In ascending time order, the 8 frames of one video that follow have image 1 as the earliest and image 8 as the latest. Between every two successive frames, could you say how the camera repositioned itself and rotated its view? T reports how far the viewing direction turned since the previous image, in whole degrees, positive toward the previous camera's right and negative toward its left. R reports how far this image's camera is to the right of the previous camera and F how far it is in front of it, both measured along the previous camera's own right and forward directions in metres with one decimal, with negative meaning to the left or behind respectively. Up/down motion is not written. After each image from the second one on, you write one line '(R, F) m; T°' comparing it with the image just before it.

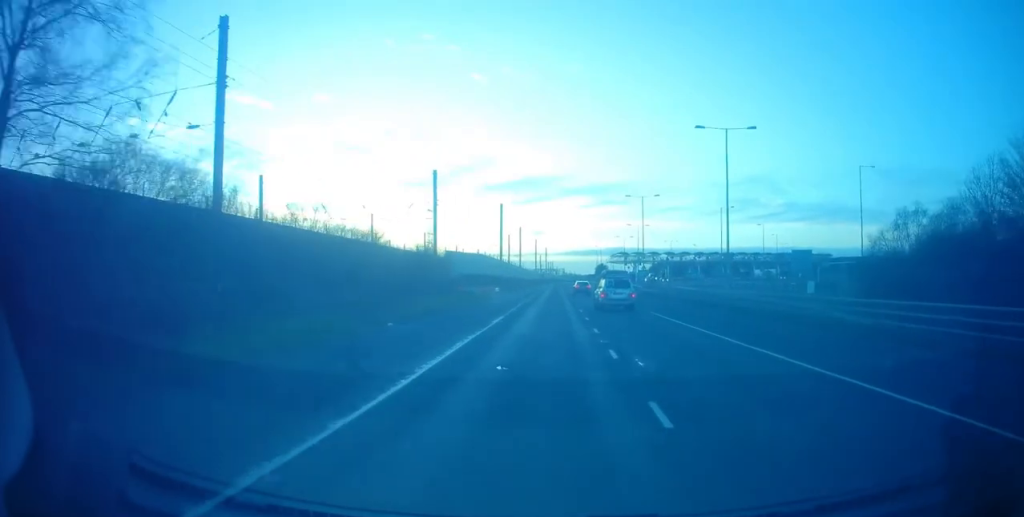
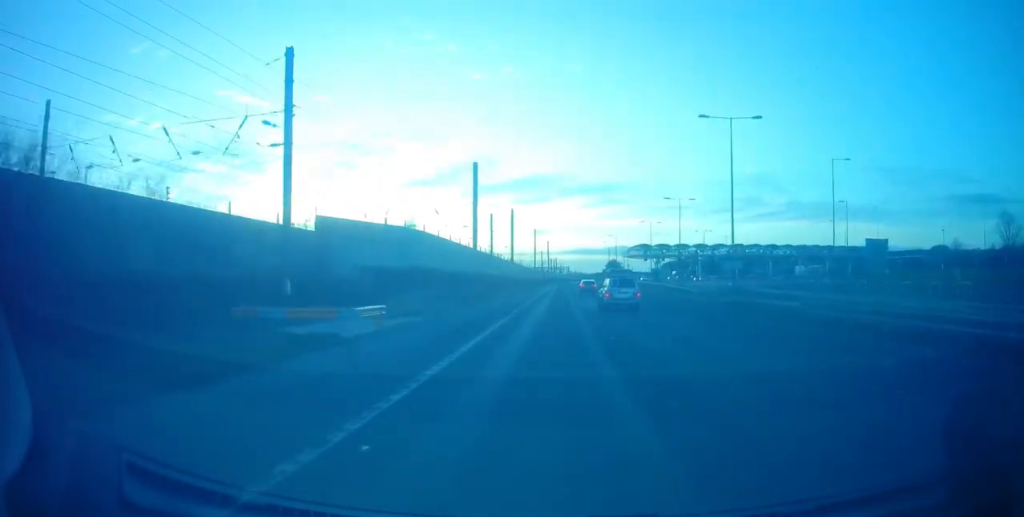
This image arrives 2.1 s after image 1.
(-0.1, +36.1) m; 0°
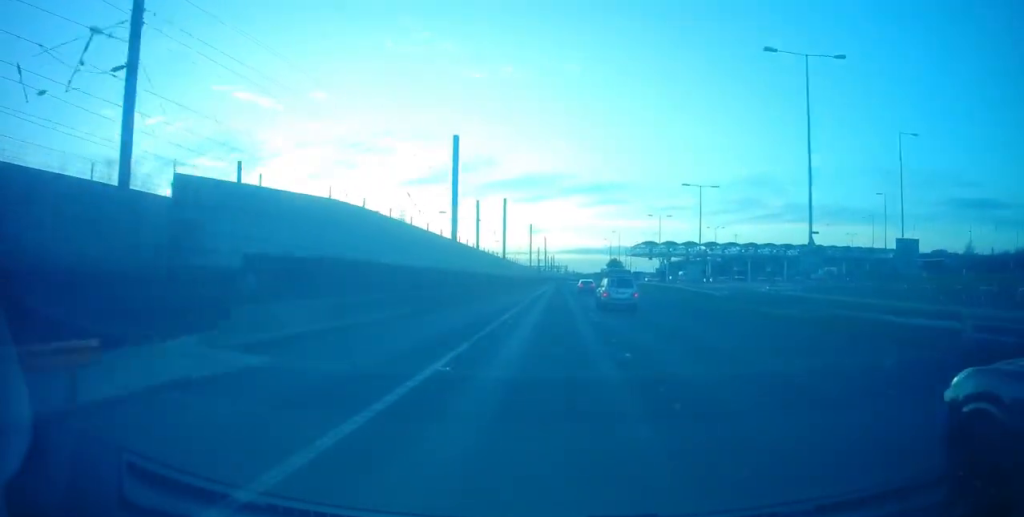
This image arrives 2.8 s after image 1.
(0.0, +12.0) m; 0°
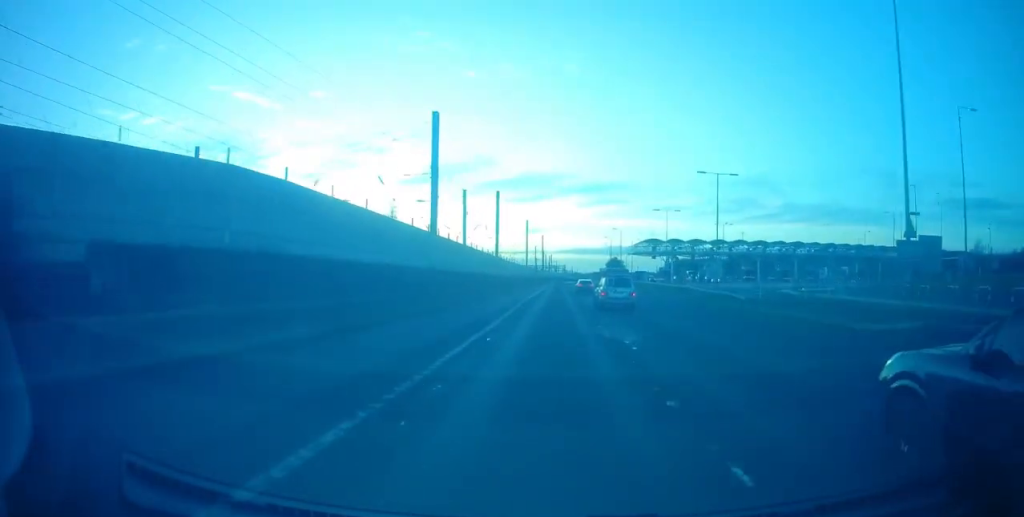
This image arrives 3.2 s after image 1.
(0.0, +7.9) m; 0°
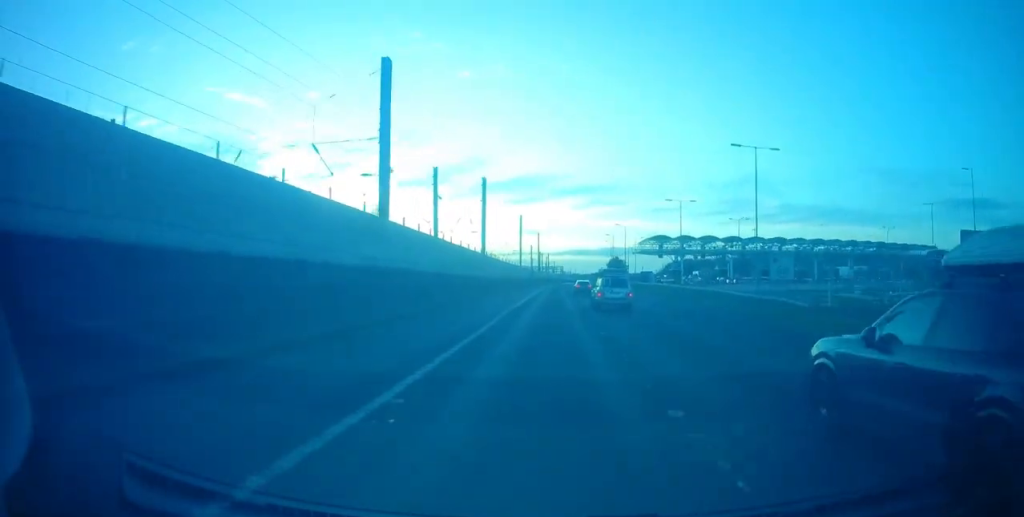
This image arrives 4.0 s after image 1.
(0.0, +12.4) m; 0°
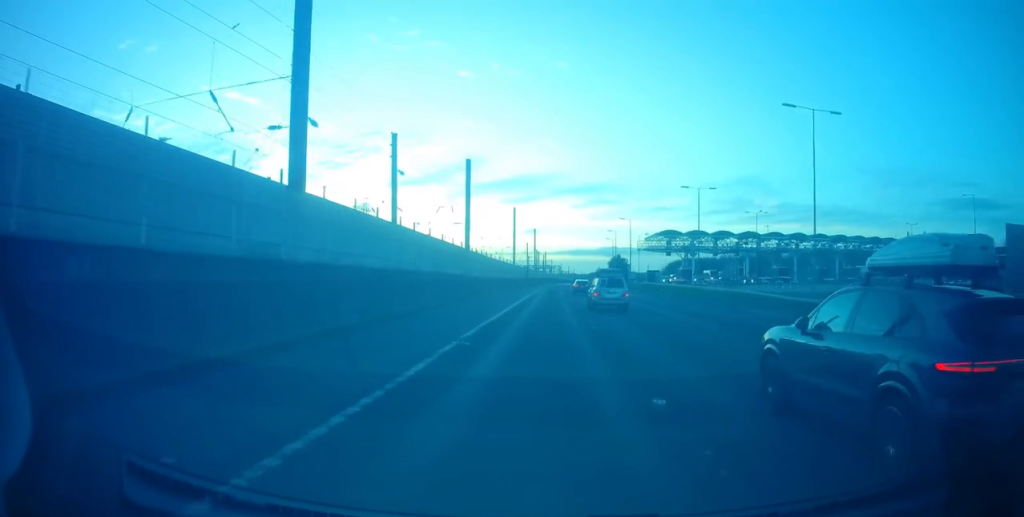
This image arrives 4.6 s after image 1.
(0.0, +11.2) m; 0°
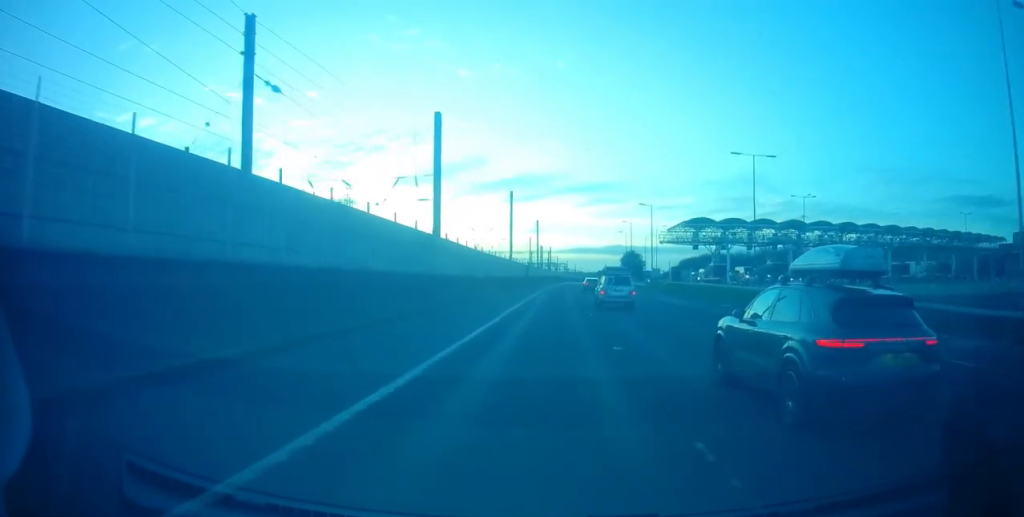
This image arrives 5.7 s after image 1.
(+0.1, +17.9) m; 0°
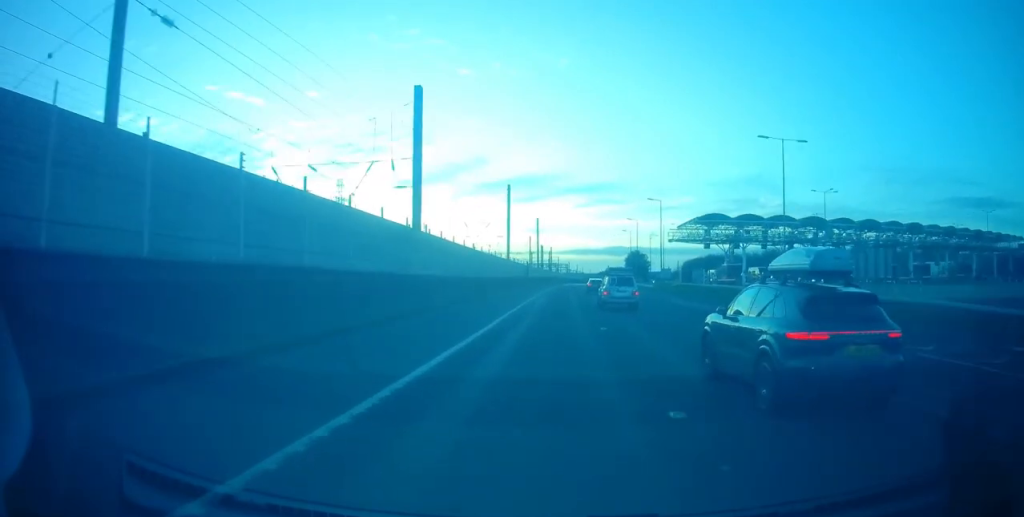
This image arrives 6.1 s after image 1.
(0.0, +6.7) m; 0°
